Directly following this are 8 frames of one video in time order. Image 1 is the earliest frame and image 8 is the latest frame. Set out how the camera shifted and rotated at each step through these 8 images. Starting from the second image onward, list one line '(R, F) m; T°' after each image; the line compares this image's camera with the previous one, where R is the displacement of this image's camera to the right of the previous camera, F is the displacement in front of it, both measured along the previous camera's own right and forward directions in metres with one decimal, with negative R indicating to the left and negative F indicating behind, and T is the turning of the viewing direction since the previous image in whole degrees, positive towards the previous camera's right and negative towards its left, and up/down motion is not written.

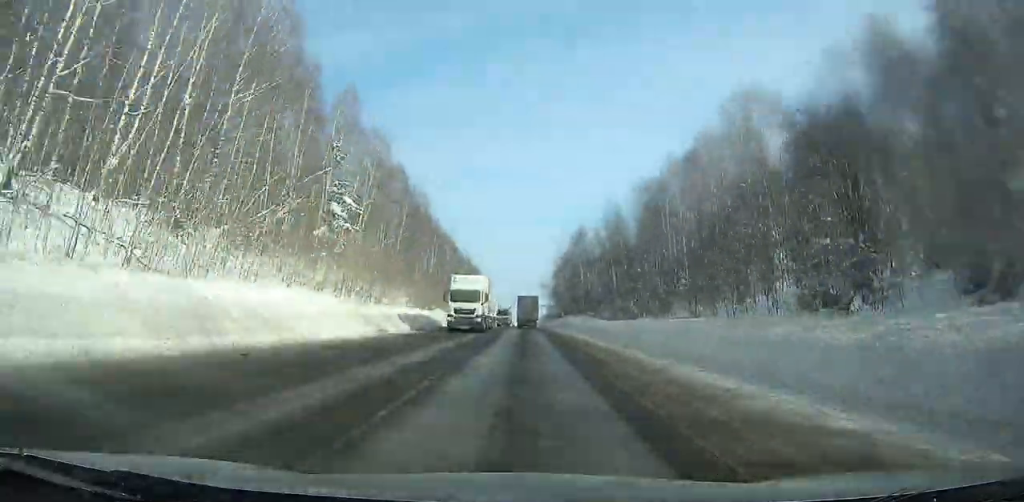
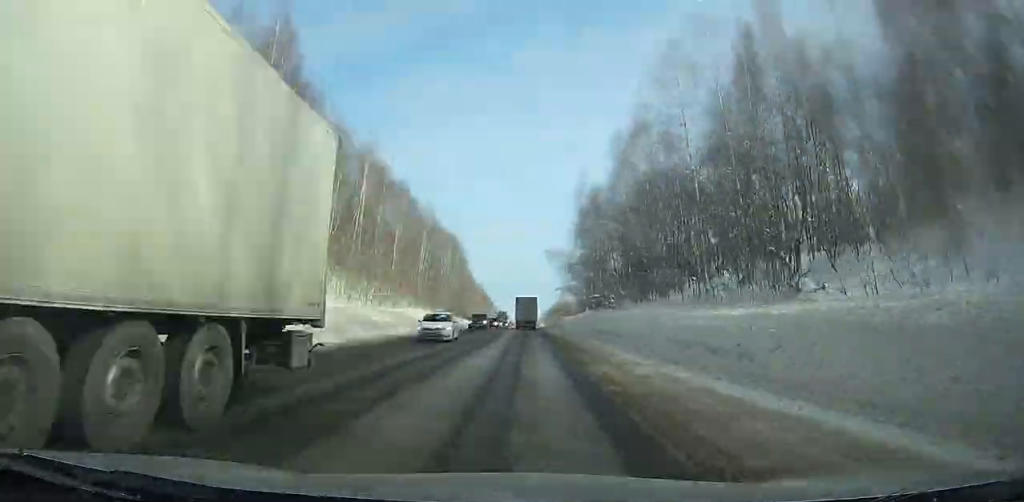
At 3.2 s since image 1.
(+3.5, +58.6) m; +7°
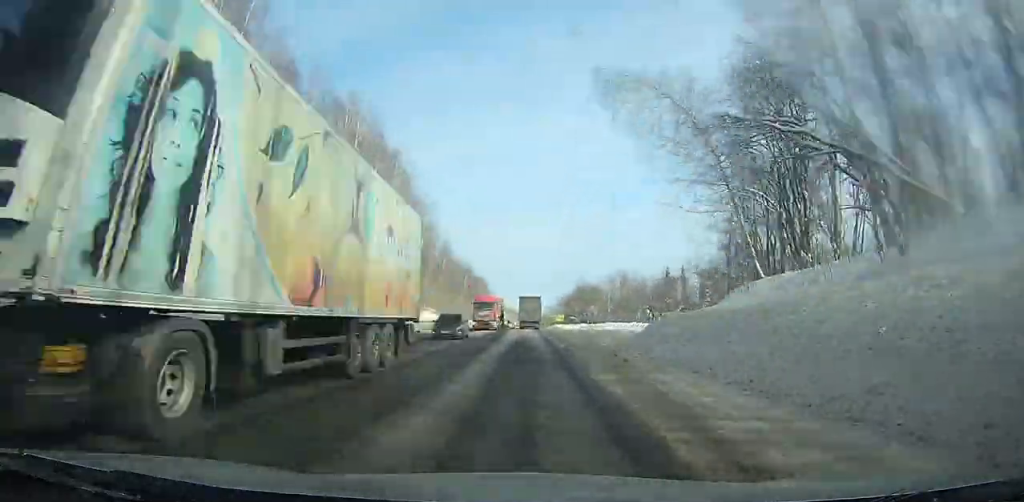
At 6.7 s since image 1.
(+3.3, +65.7) m; -7°
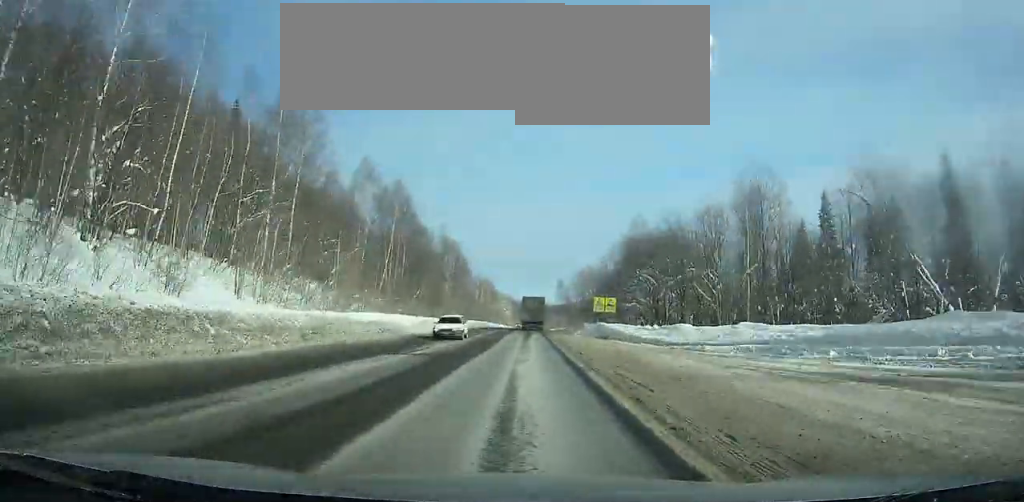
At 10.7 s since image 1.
(-9.1, +76.1) m; +1°
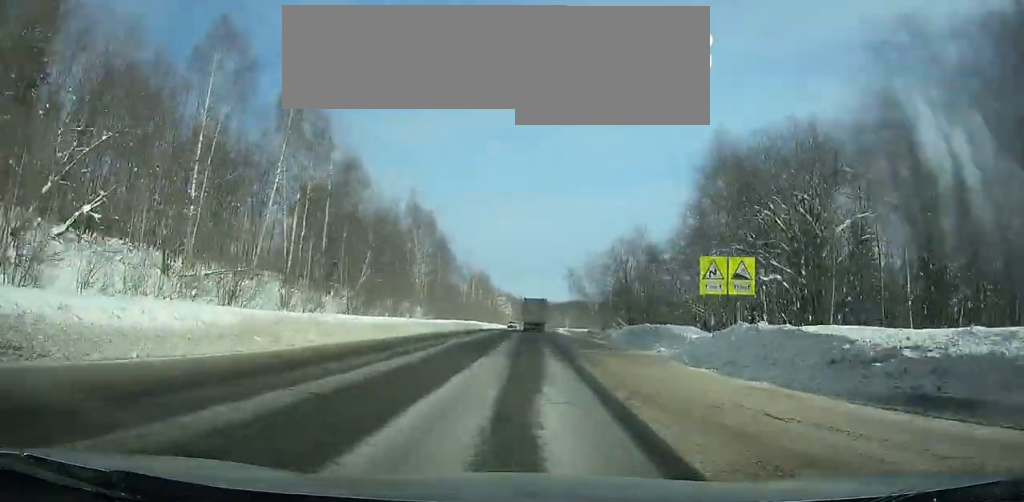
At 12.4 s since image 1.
(+4.2, +36.6) m; +7°
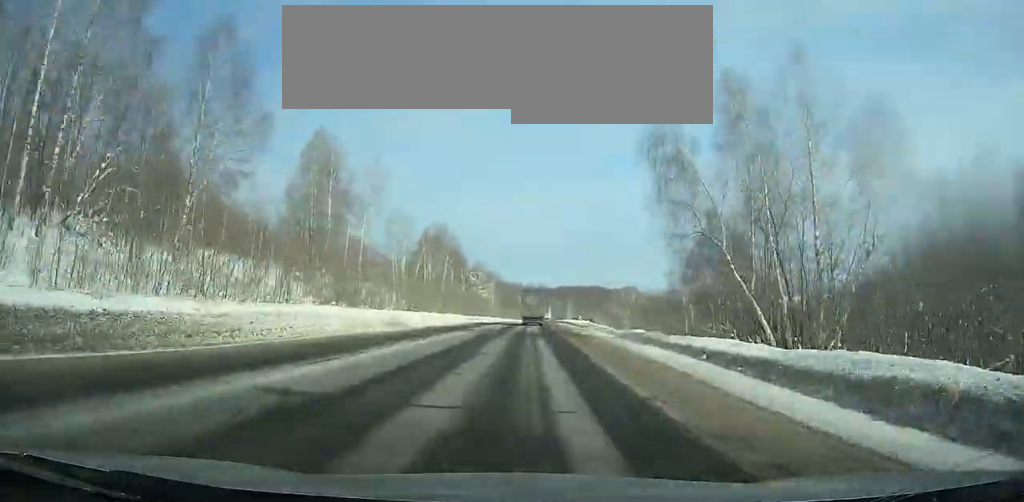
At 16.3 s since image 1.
(+6.6, +91.0) m; +2°
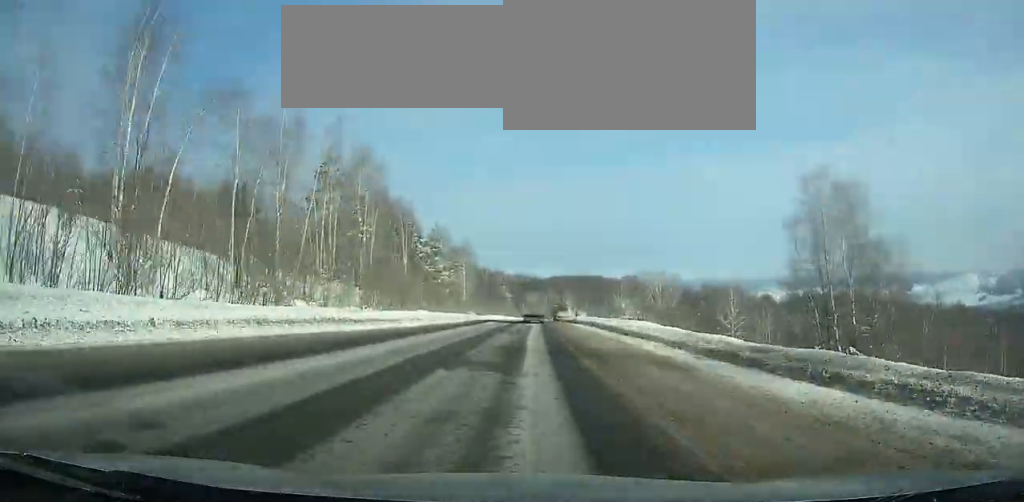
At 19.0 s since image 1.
(-2.8, +63.4) m; -2°
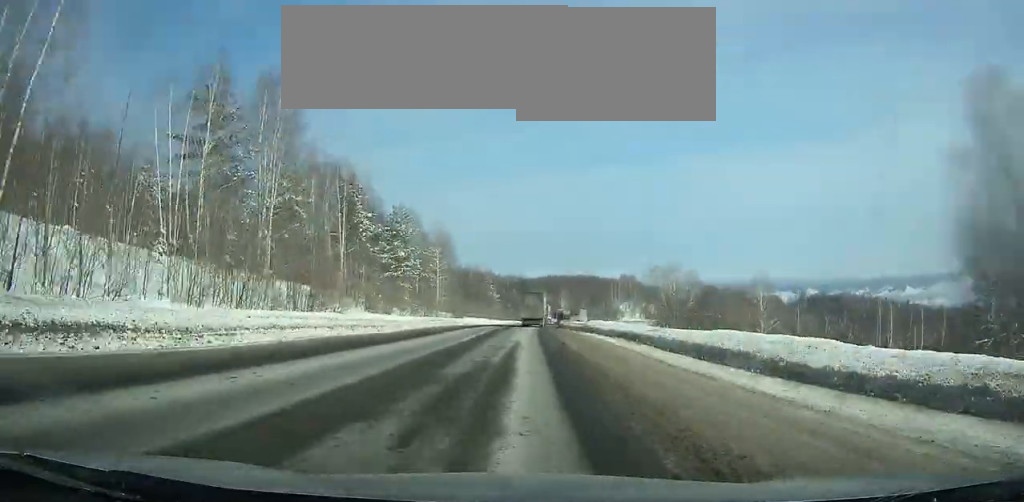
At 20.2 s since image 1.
(+0.3, +27.4) m; 0°
